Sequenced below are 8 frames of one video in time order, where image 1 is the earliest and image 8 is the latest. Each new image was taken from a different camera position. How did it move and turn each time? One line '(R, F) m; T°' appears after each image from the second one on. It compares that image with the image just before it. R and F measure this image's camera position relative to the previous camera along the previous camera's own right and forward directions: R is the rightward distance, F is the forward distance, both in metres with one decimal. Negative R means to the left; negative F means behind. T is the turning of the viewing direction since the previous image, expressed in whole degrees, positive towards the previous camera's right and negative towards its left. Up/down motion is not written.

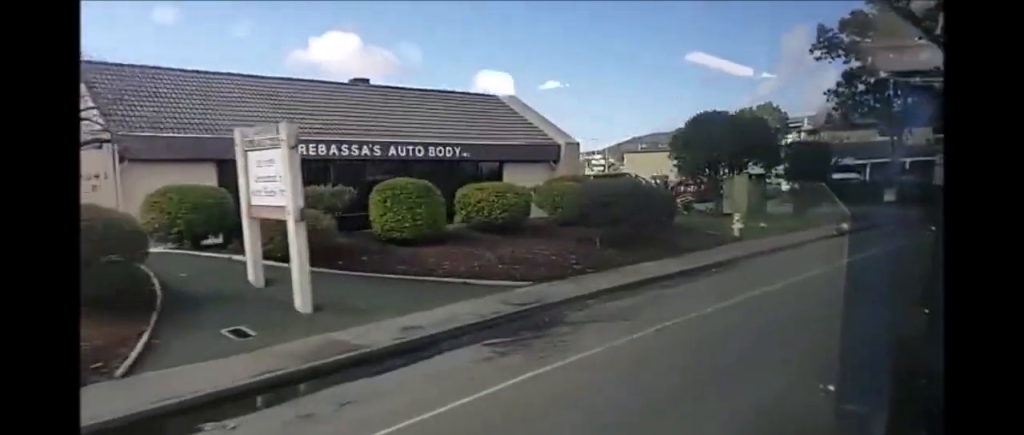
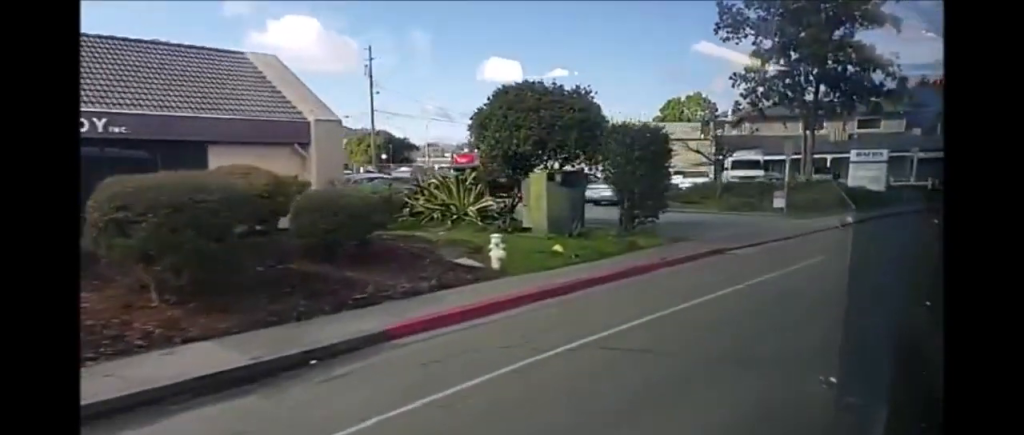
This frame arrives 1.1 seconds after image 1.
(+0.2, +10.8) m; +1°
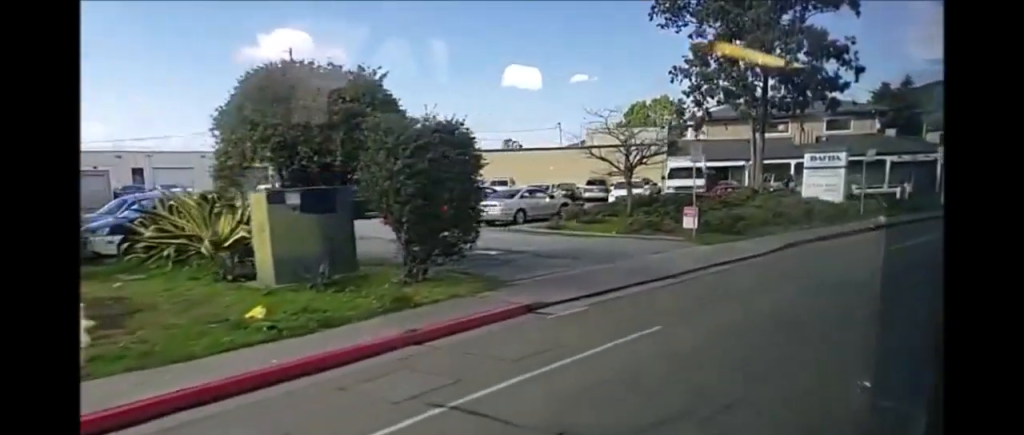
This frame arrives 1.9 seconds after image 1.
(0.0, +7.1) m; +2°
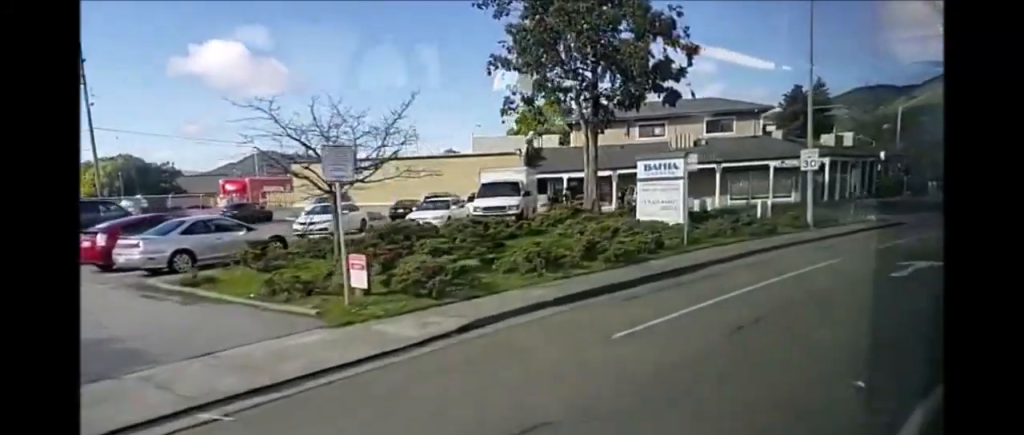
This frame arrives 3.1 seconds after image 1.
(+0.4, +10.7) m; +4°
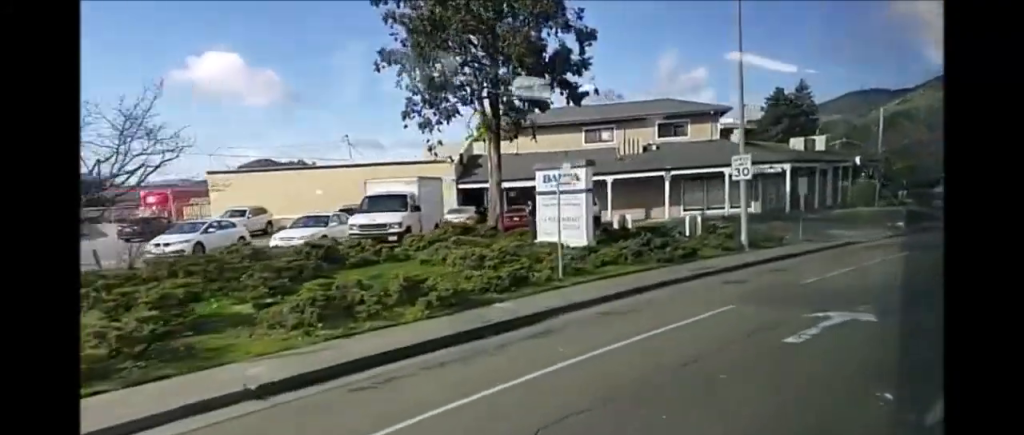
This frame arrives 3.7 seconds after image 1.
(+0.1, +5.2) m; +3°
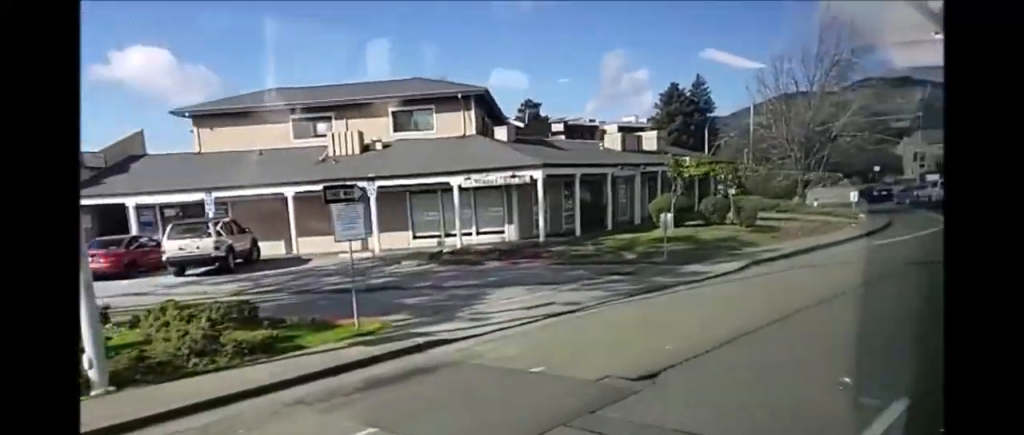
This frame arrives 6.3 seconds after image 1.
(+1.0, +17.1) m; +1°
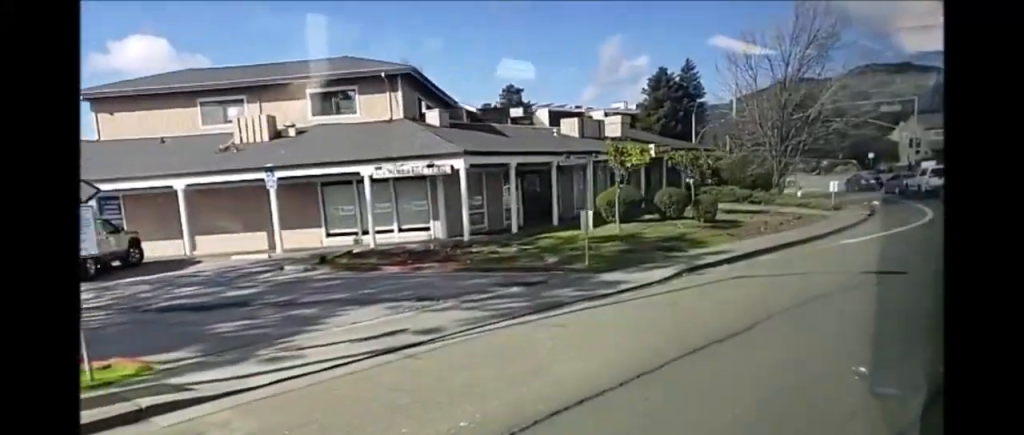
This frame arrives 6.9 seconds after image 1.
(+0.1, +3.8) m; +1°
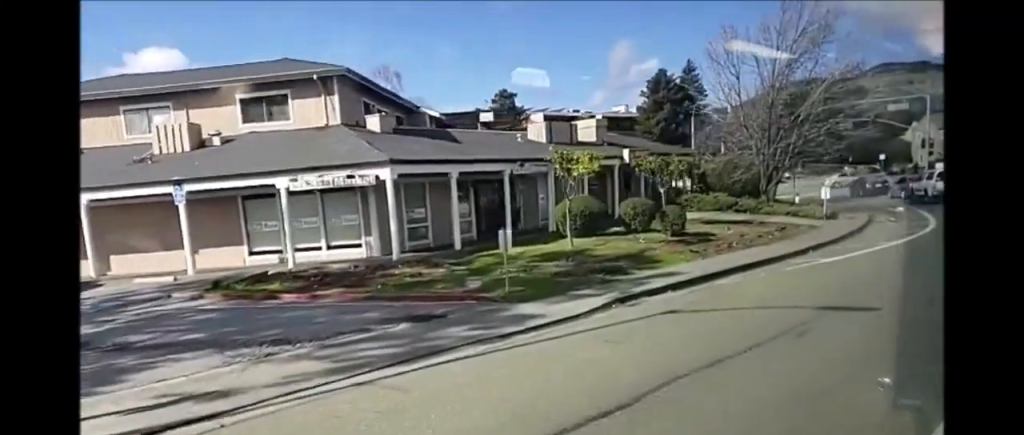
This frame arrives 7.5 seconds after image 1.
(0.0, +3.3) m; 0°
